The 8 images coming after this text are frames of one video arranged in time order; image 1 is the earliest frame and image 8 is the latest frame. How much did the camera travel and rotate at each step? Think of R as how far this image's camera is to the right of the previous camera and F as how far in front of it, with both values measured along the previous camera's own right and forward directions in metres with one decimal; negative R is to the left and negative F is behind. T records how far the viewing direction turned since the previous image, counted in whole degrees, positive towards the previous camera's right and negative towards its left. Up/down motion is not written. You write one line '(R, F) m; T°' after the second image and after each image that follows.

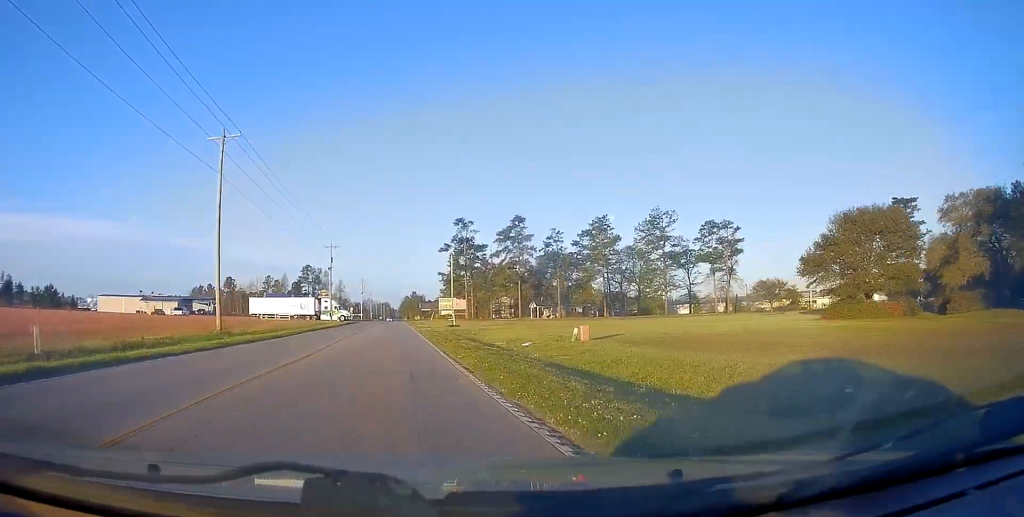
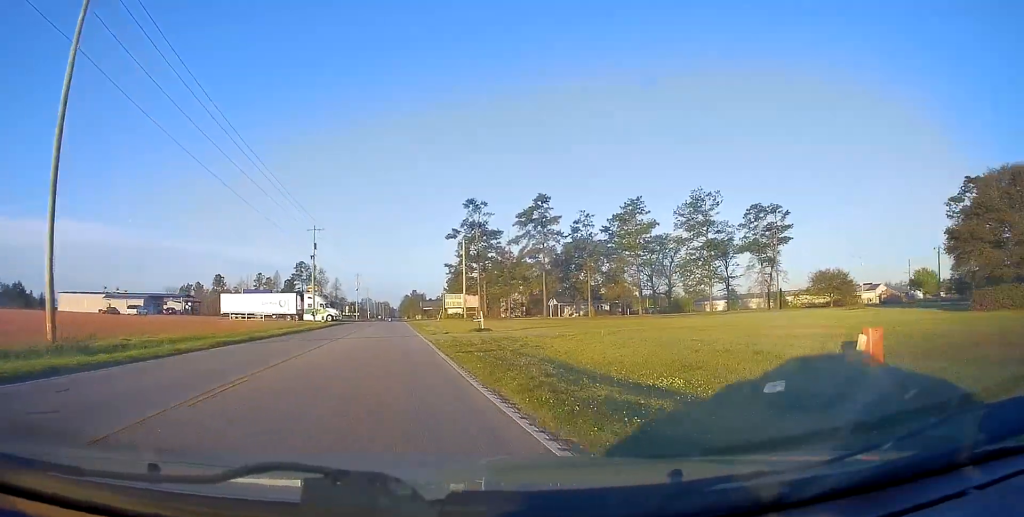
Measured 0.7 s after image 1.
(-0.2, +18.5) m; -1°
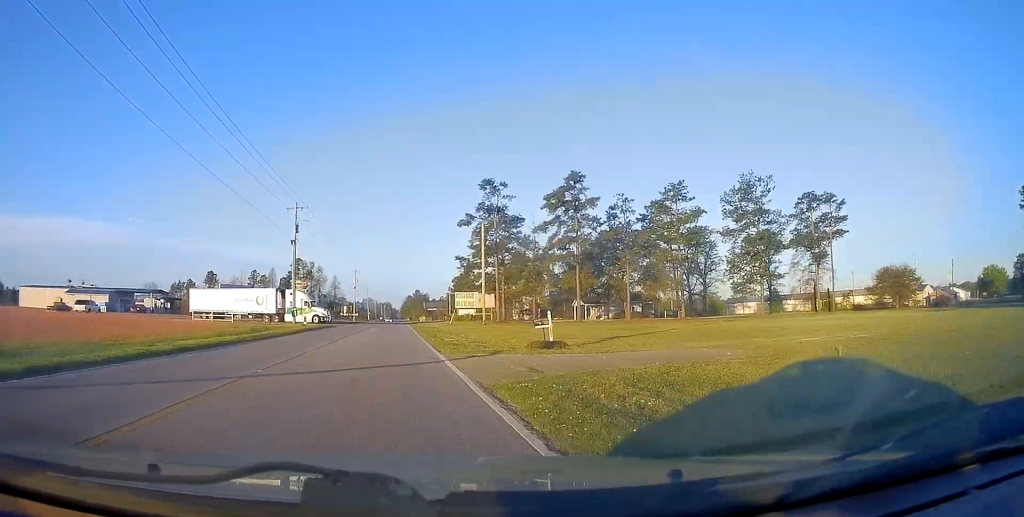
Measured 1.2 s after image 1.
(-0.2, +15.9) m; 0°
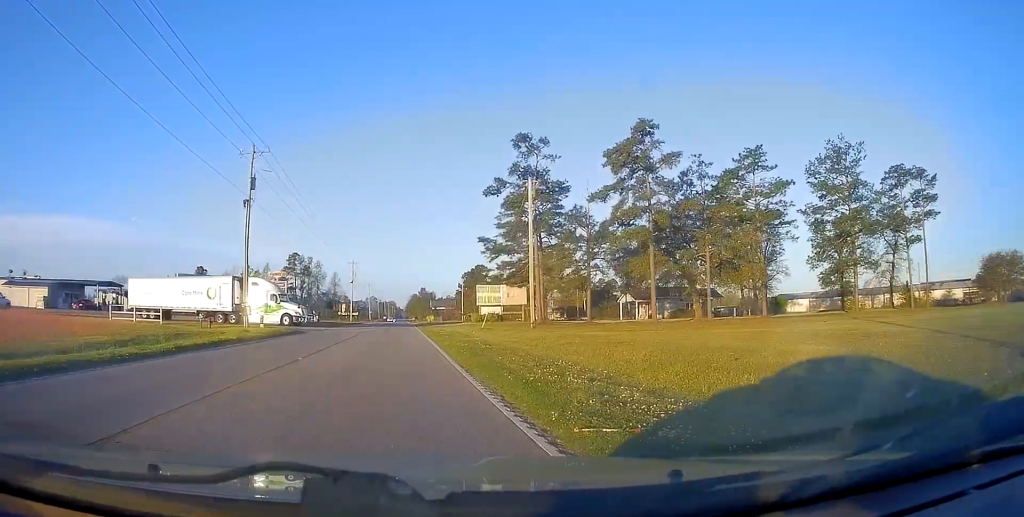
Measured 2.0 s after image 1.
(+0.1, +21.0) m; +1°
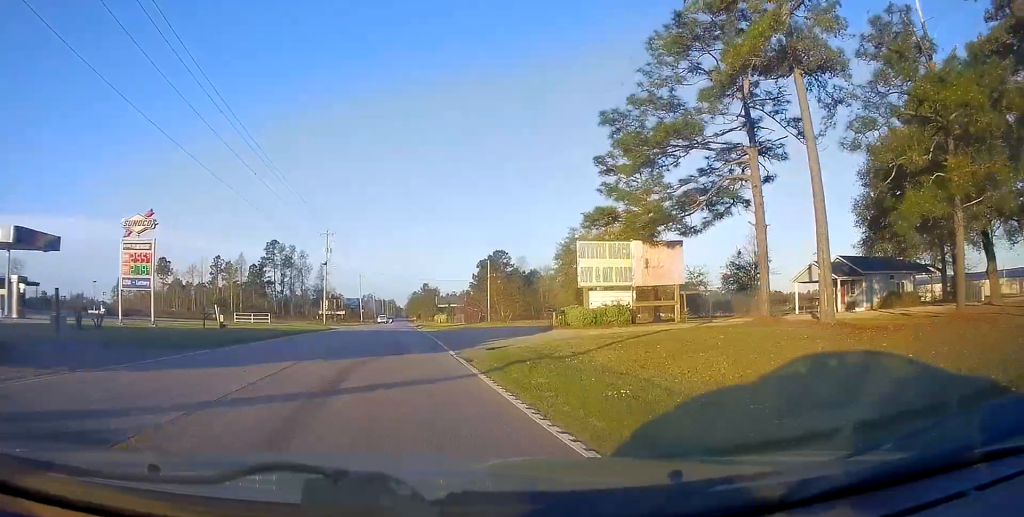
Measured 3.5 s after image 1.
(+0.3, +42.6) m; 0°
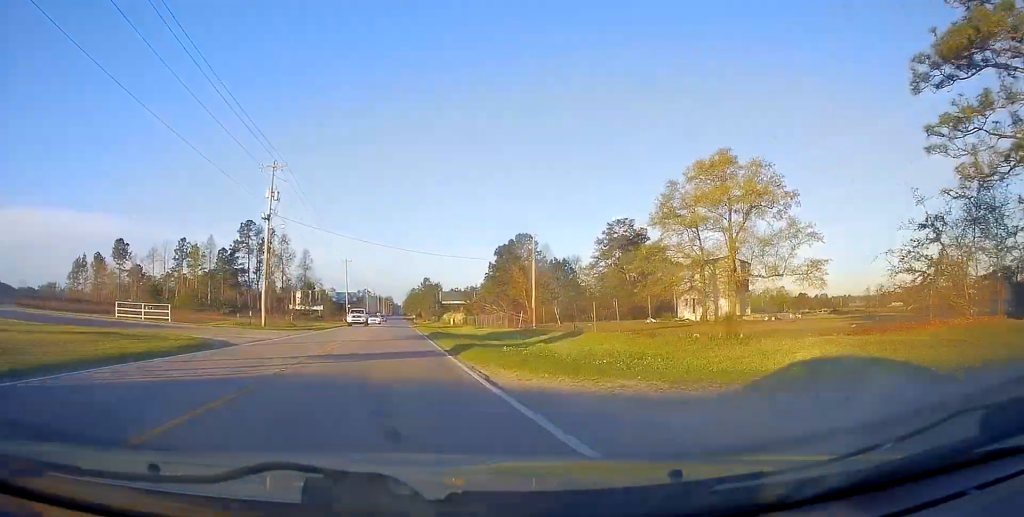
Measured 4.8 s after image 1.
(-0.1, +35.1) m; 0°
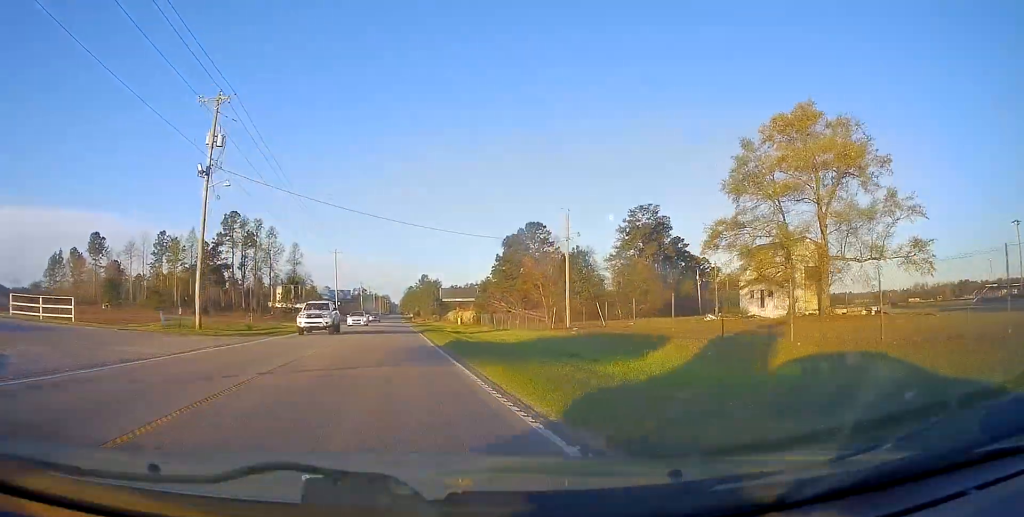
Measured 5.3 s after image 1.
(+0.2, +14.5) m; 0°
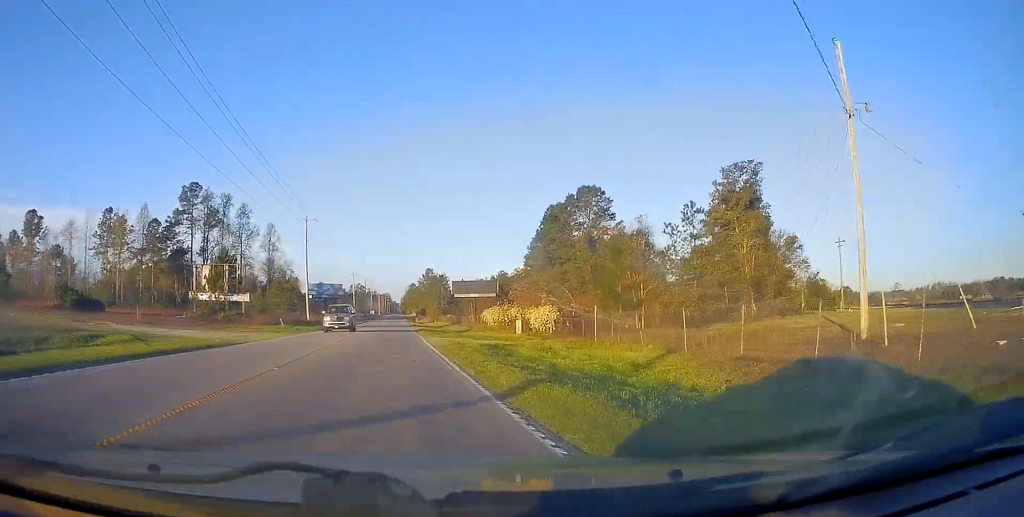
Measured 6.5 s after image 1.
(-0.5, +34.9) m; -1°
